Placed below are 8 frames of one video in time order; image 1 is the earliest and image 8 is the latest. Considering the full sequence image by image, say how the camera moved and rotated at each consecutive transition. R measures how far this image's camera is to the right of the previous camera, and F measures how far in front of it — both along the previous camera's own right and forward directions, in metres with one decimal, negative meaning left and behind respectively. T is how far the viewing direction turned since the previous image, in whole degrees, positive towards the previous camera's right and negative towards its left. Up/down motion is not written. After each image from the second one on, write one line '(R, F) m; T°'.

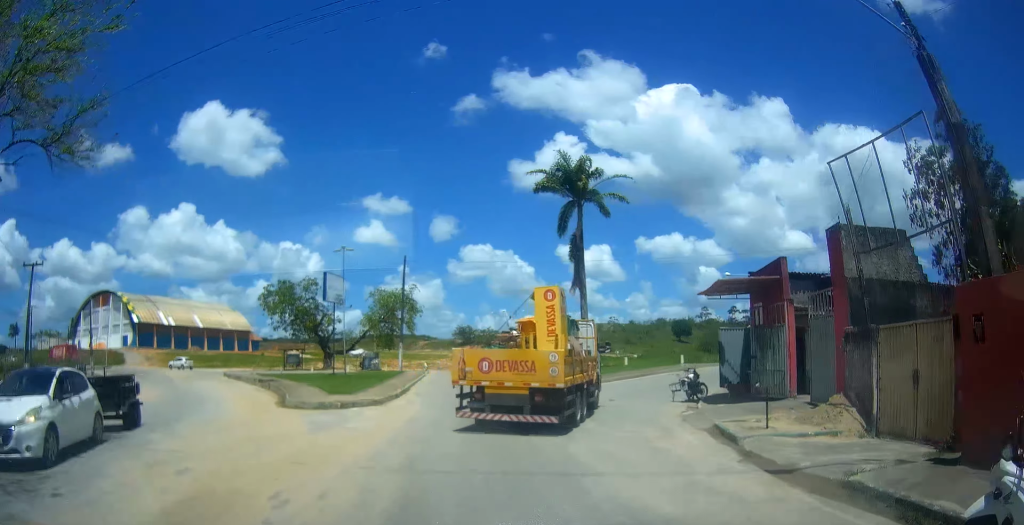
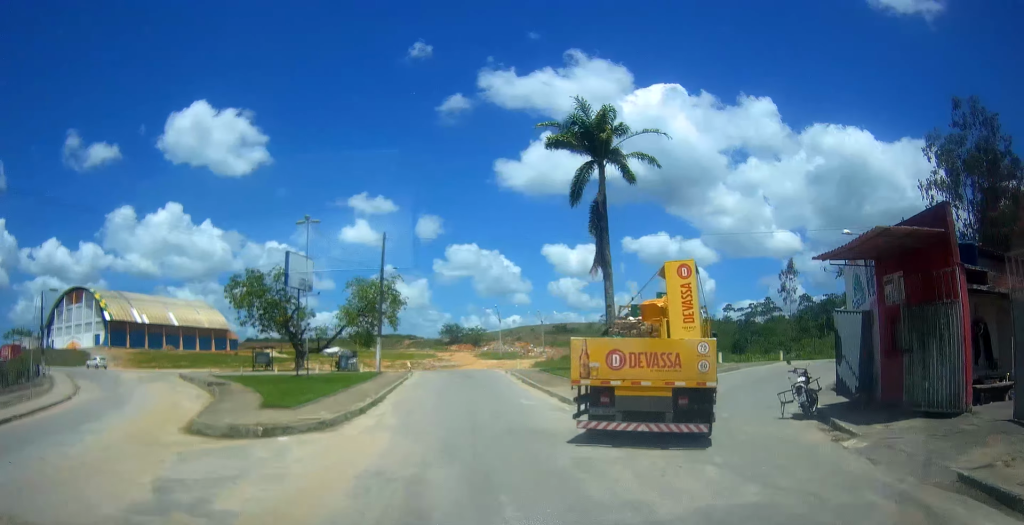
(+0.1, +5.5) m; +7°
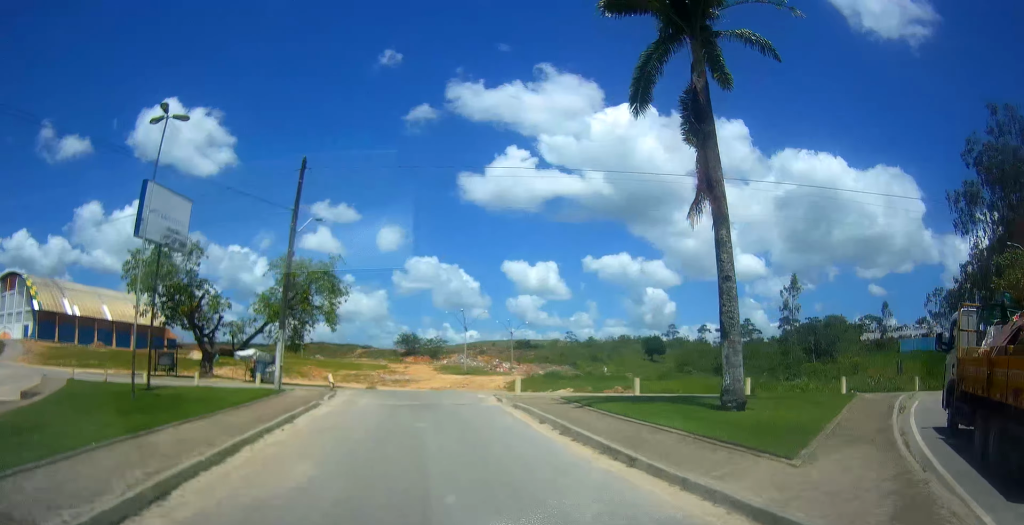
(+1.9, +13.1) m; +12°
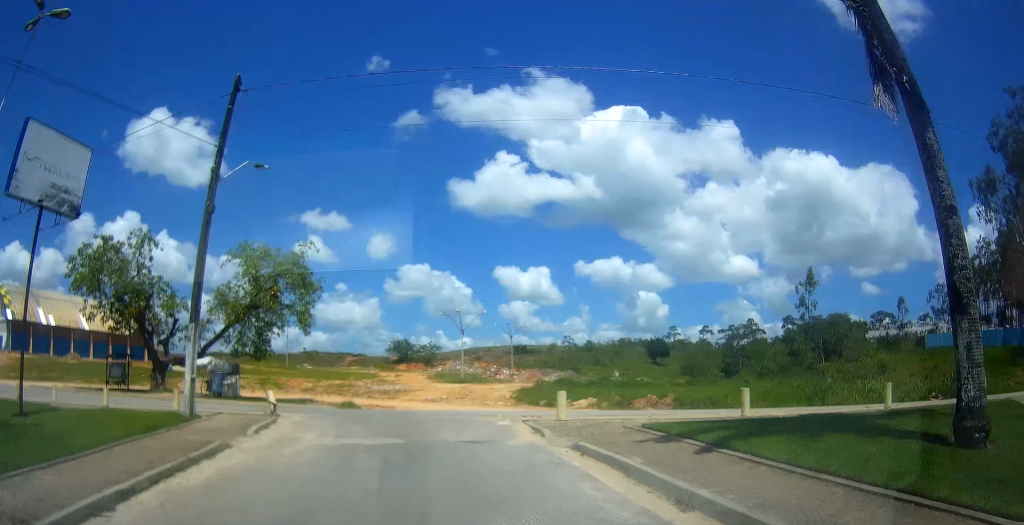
(-0.1, +7.4) m; -2°
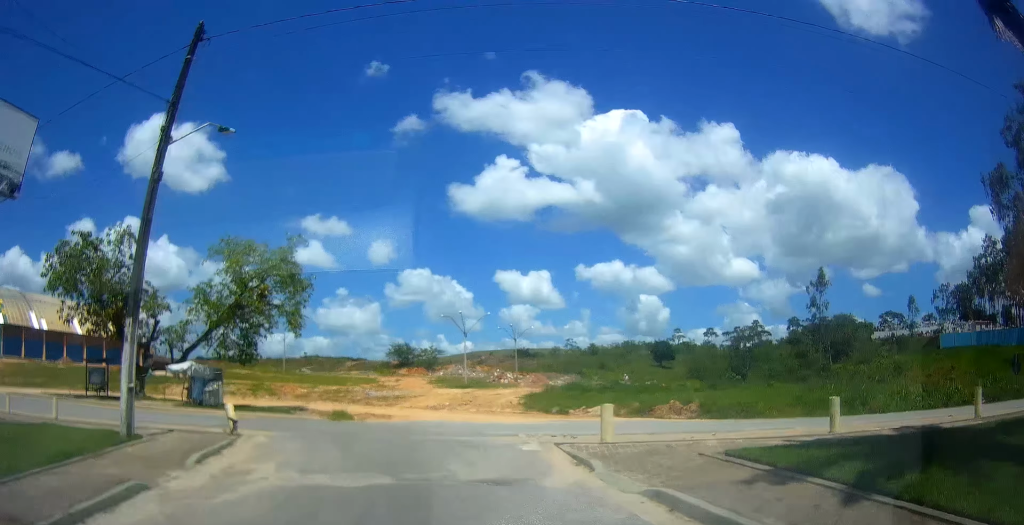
(0.0, +3.6) m; -2°
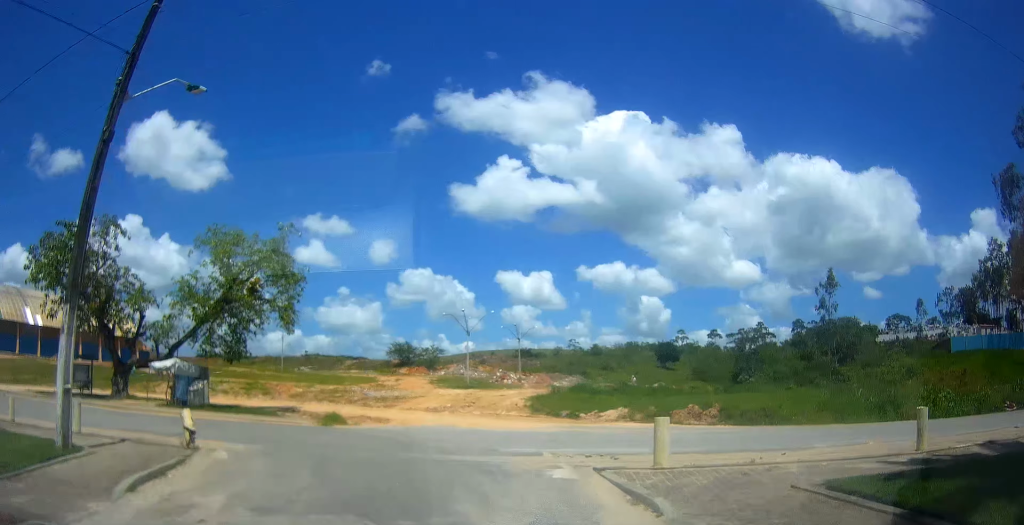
(0.0, +2.8) m; -1°
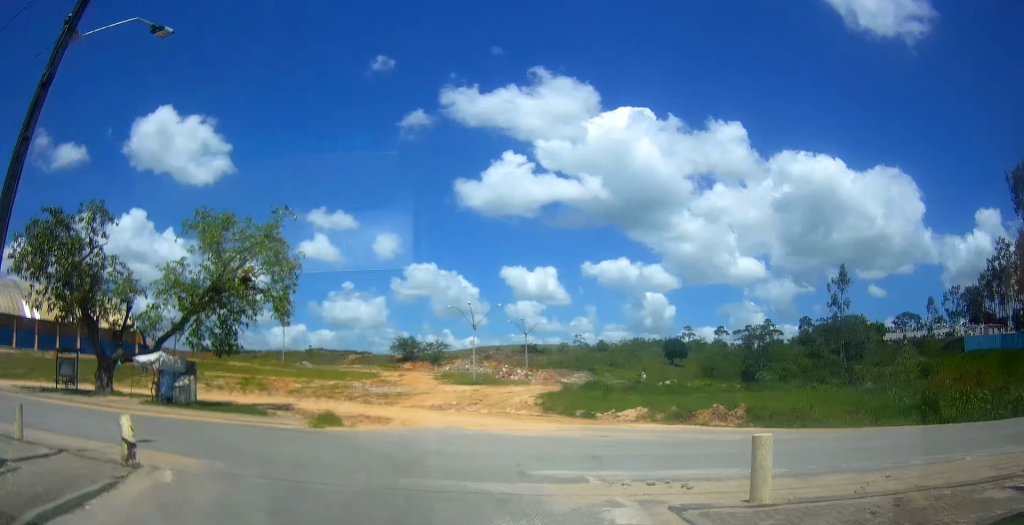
(-0.2, +3.2) m; +1°
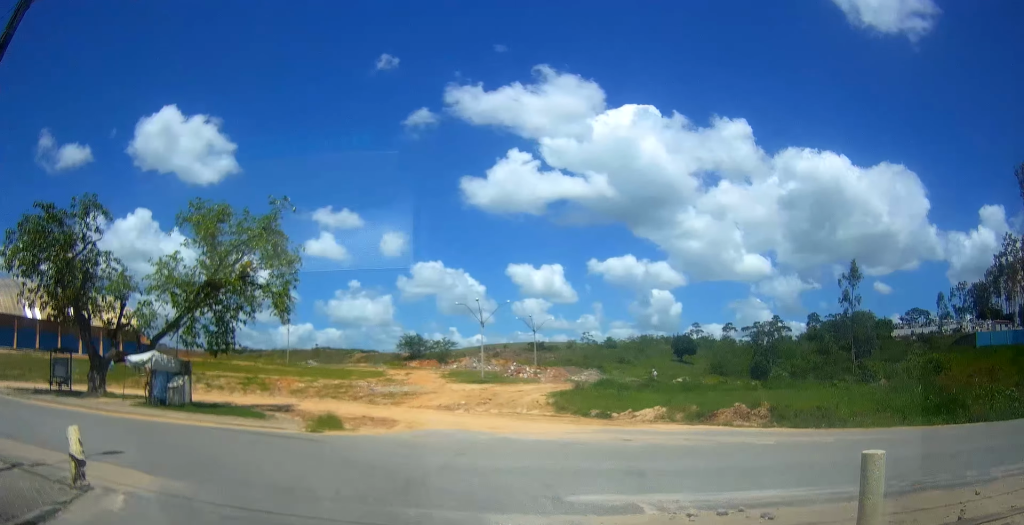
(-0.1, +2.4) m; +1°
